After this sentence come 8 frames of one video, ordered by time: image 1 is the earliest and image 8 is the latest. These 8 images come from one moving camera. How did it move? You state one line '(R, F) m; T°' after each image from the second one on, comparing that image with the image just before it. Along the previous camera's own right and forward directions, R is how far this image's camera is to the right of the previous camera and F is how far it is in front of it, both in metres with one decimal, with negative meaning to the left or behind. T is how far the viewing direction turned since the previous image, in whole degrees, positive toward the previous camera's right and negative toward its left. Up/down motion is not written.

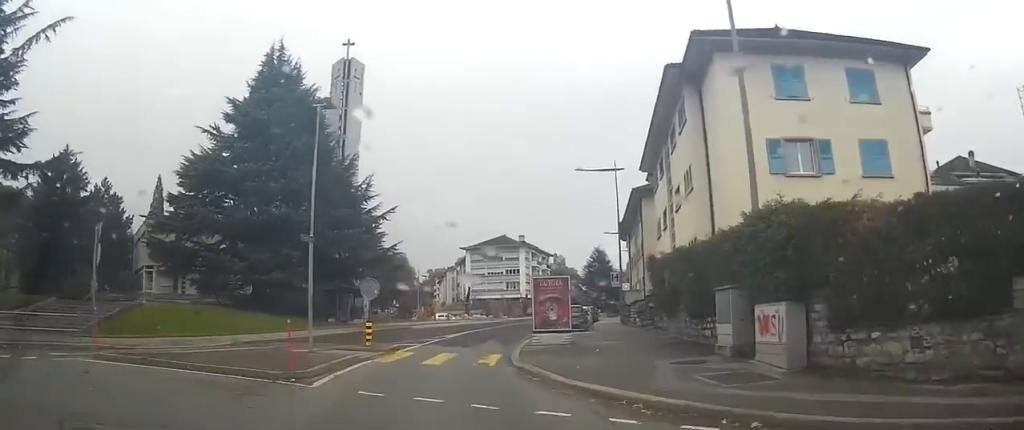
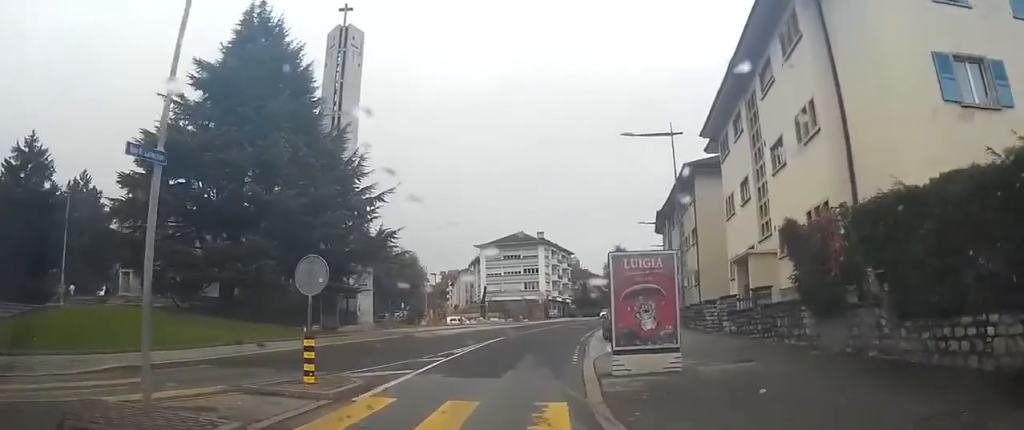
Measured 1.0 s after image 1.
(0.0, +9.0) m; -2°
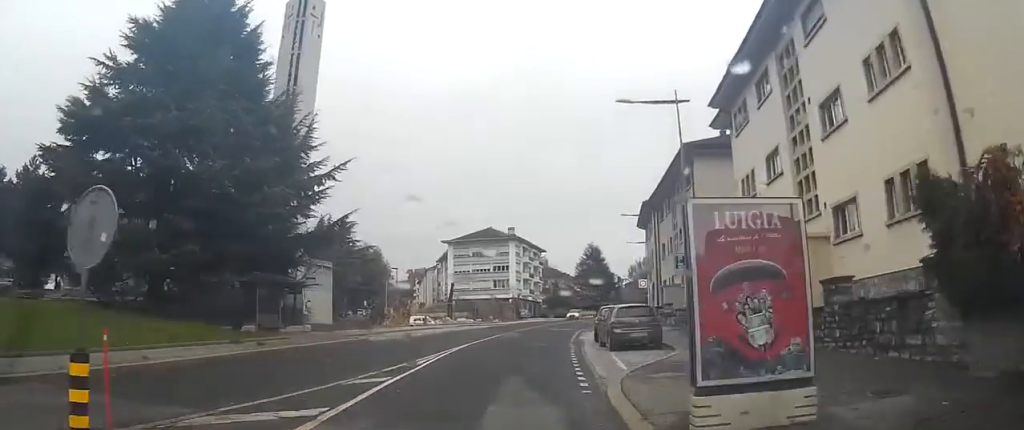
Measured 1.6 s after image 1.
(-0.1, +6.1) m; 0°
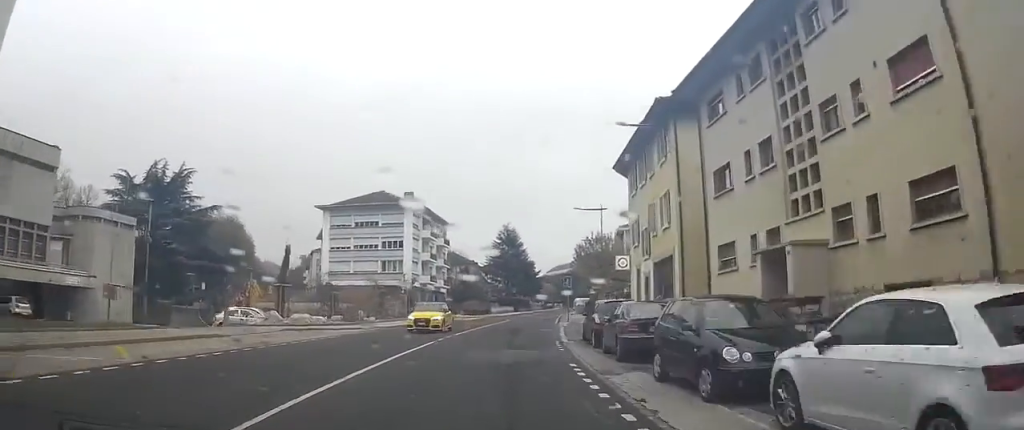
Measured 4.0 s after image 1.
(+0.8, +28.4) m; +6°
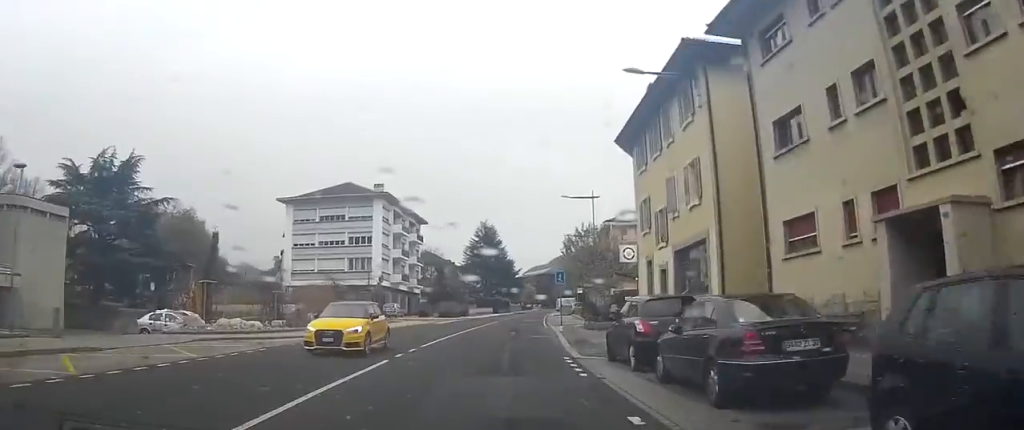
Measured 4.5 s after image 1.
(+0.3, +7.2) m; +1°
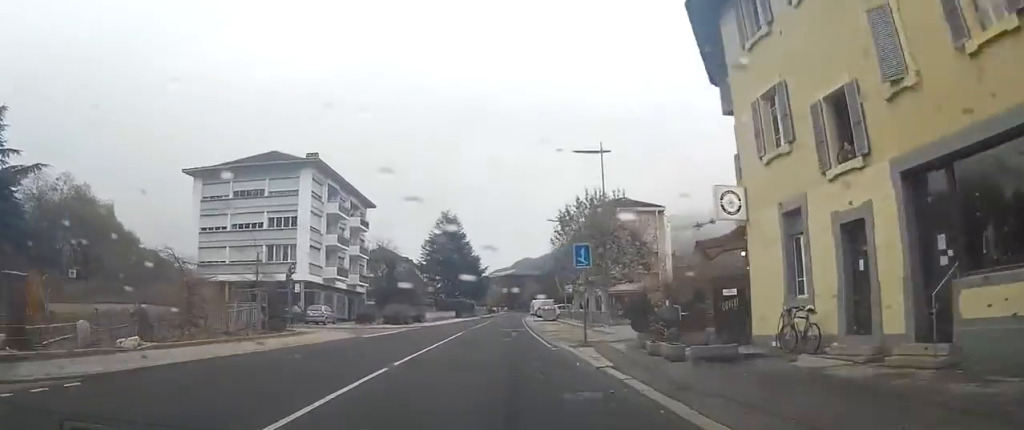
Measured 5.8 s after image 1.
(+0.1, +17.6) m; +5°
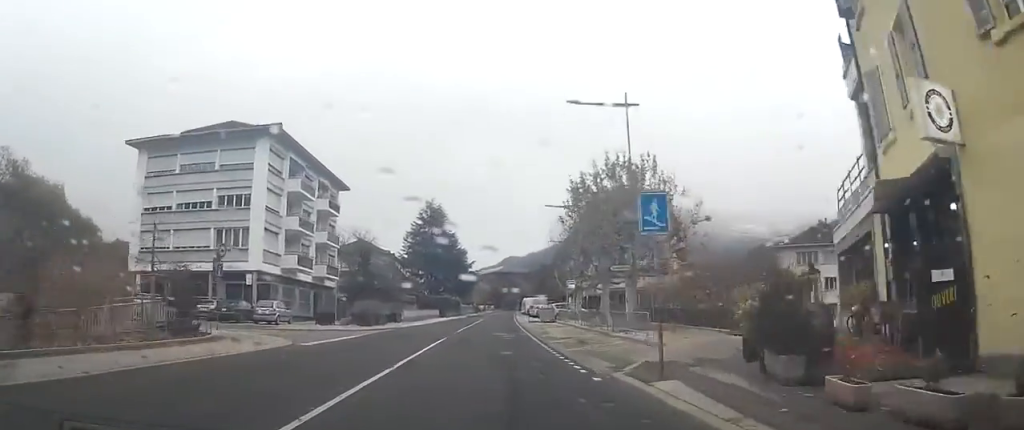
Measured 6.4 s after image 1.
(+0.6, +9.0) m; +5°
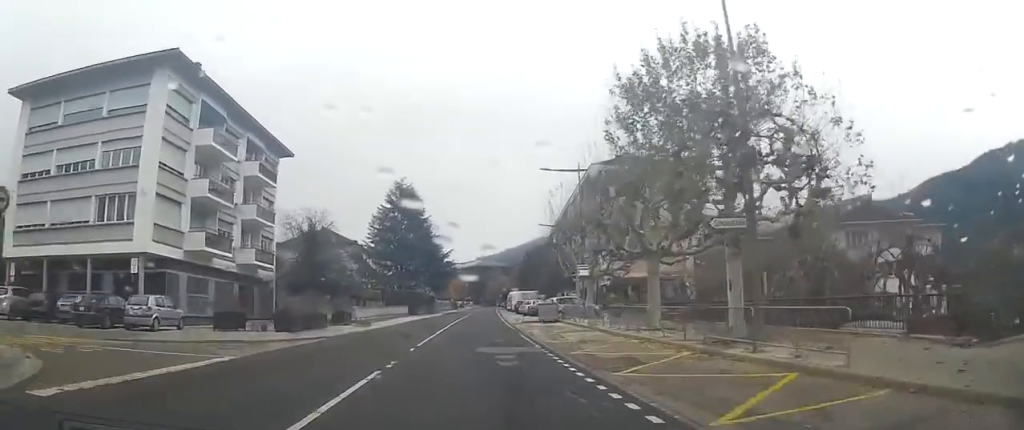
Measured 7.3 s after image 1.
(+1.2, +13.6) m; +5°
